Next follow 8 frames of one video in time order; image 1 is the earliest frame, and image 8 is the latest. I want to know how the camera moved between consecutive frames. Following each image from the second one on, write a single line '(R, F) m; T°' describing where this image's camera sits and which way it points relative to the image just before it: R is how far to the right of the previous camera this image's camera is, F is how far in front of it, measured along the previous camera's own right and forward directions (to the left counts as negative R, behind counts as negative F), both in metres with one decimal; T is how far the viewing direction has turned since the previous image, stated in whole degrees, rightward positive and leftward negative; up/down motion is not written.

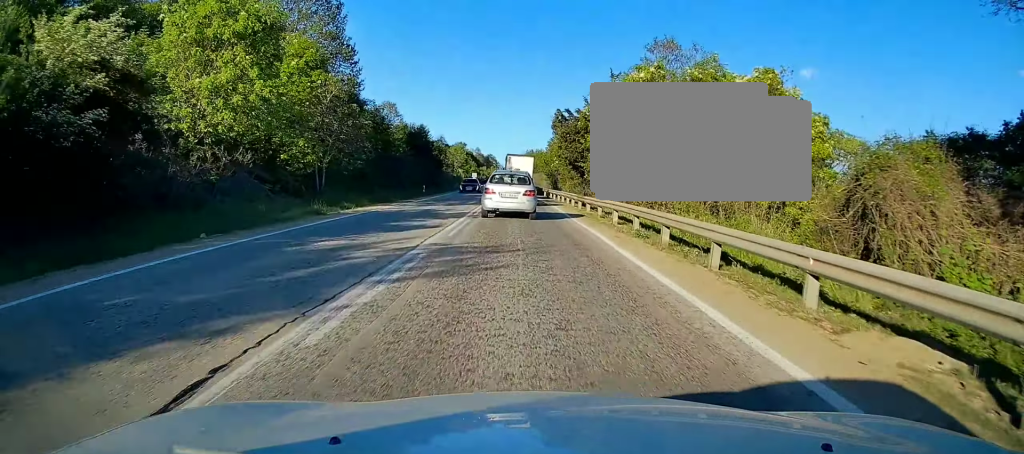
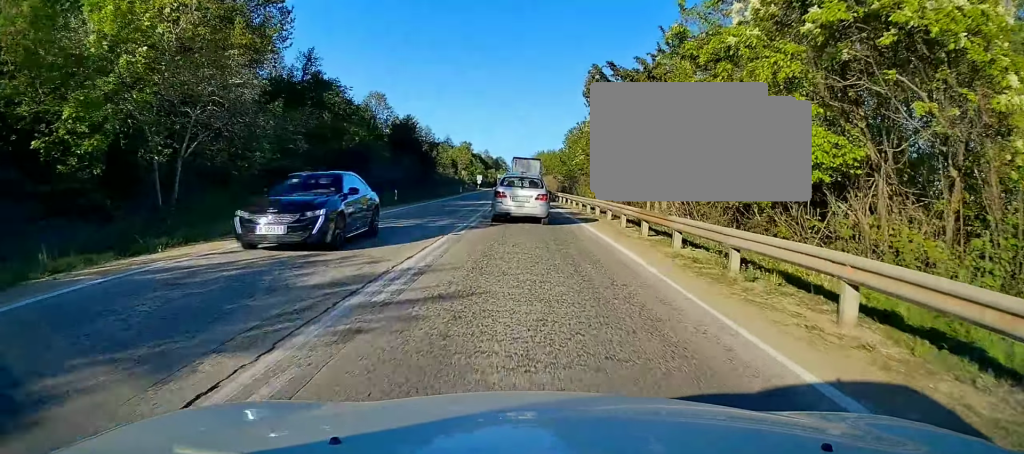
(-0.4, +15.9) m; -2°
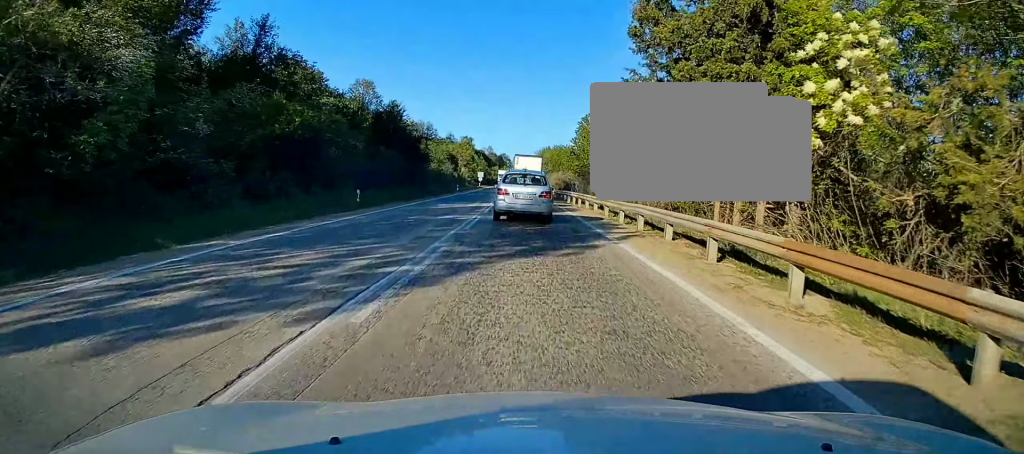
(0.0, +9.9) m; 0°
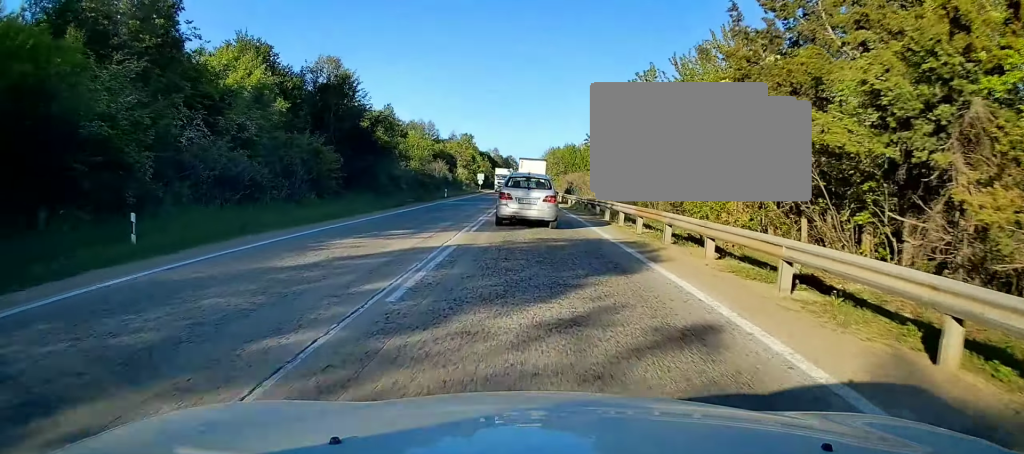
(+0.1, +18.4) m; 0°
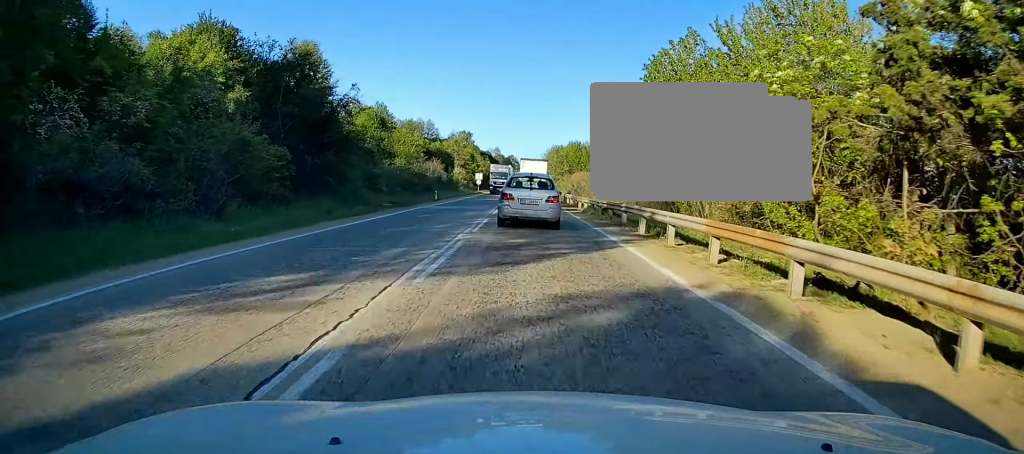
(0.0, +7.9) m; 0°
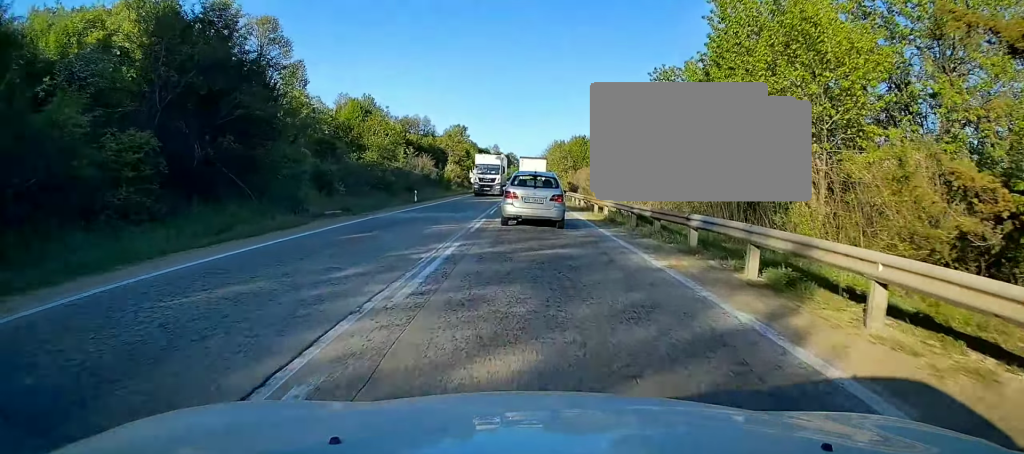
(-0.1, +9.9) m; +1°
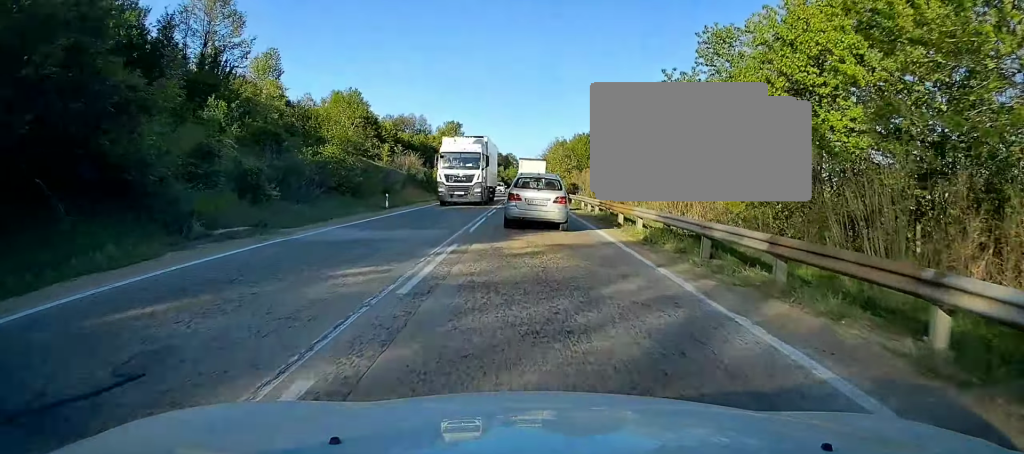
(+0.2, +8.8) m; 0°
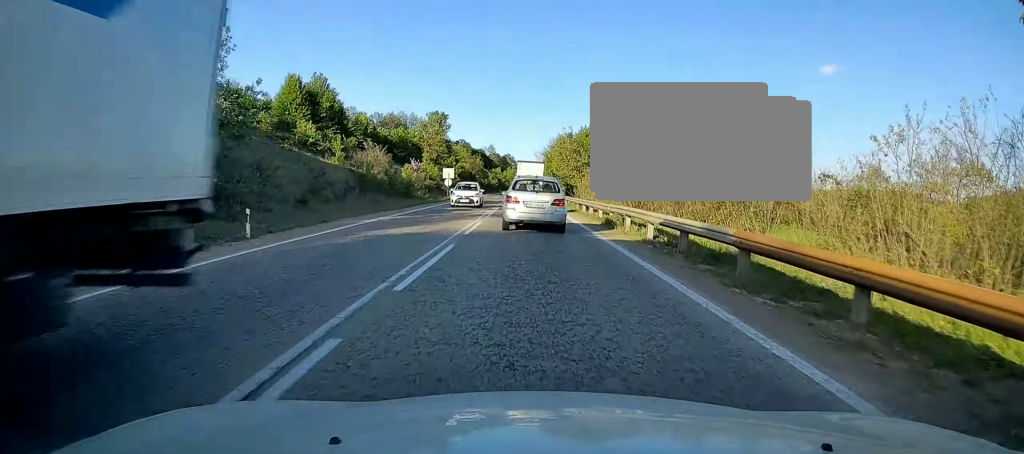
(-0.1, +17.6) m; -1°
